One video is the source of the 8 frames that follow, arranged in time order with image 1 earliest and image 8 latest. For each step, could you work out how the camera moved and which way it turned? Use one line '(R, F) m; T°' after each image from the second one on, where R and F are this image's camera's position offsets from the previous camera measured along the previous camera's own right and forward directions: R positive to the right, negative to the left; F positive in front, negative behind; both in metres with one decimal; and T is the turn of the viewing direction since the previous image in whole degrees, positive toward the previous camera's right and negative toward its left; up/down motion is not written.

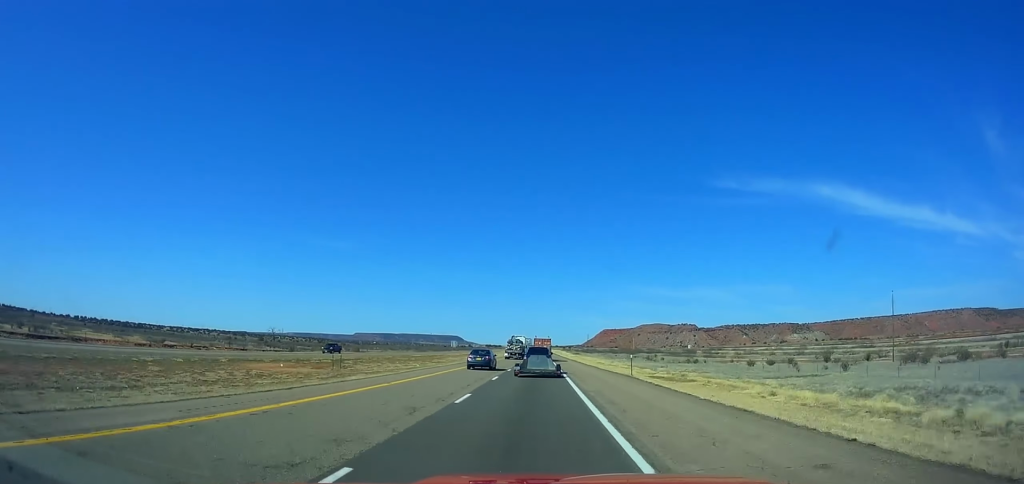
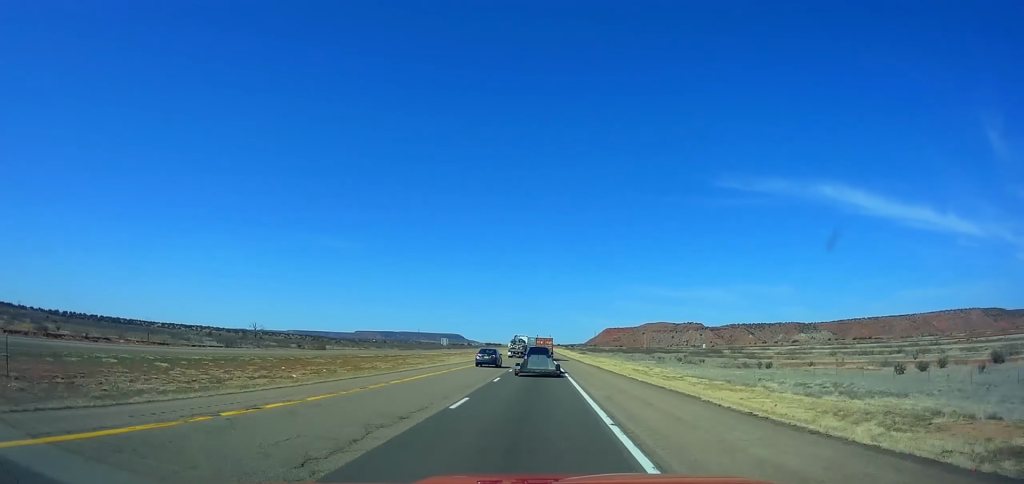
(-0.1, +38.8) m; 0°
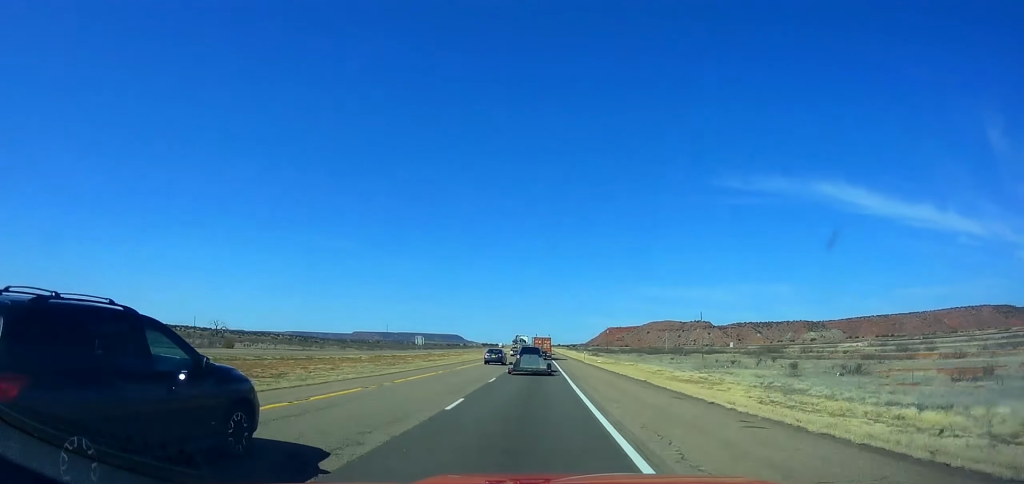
(0.0, +62.6) m; 0°
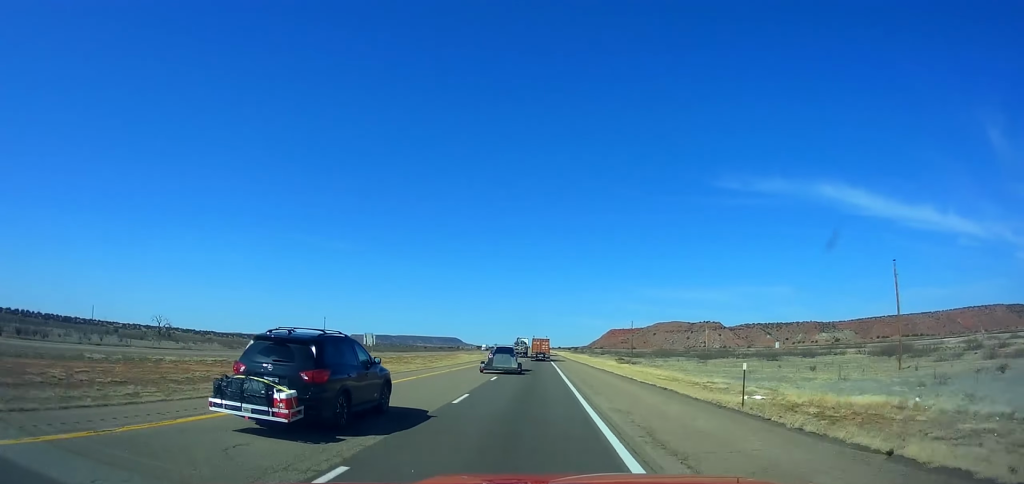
(+0.1, +71.3) m; 0°
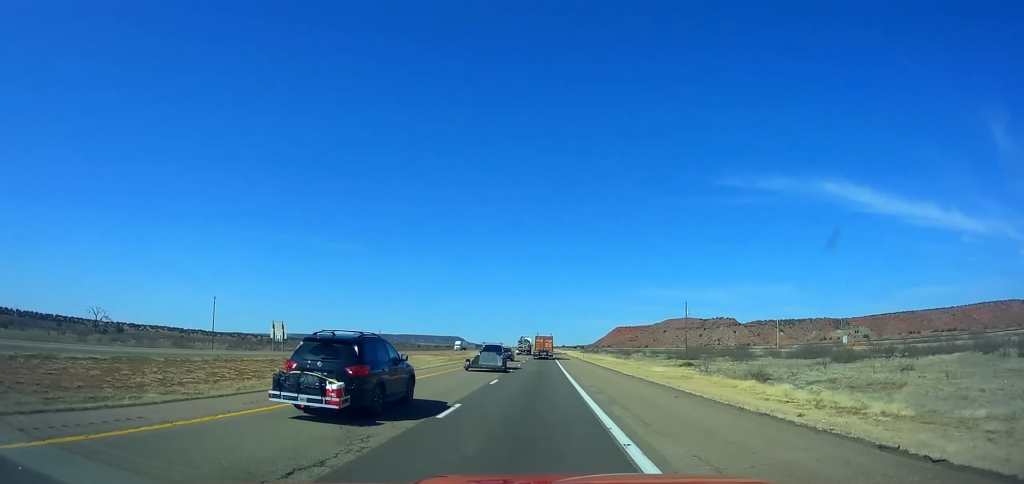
(+0.1, +62.8) m; 0°
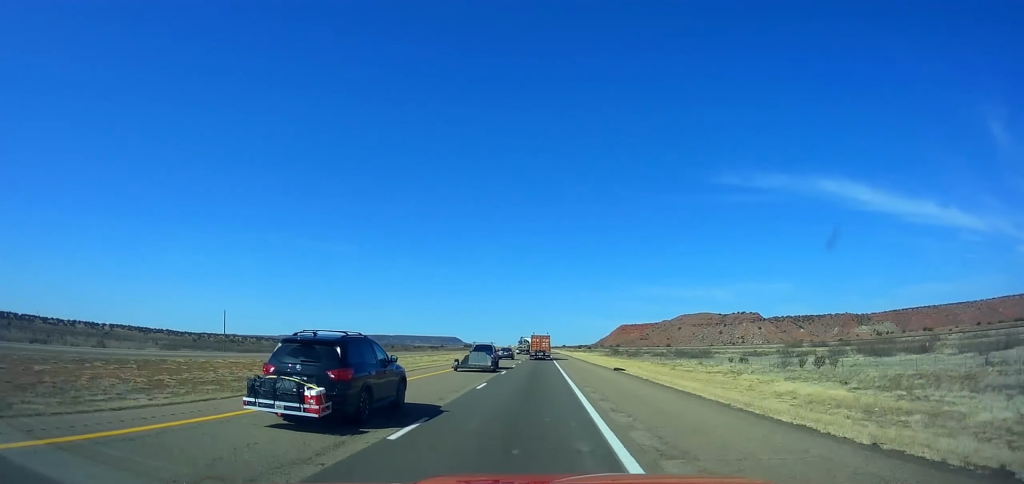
(-0.7, +123.5) m; 0°
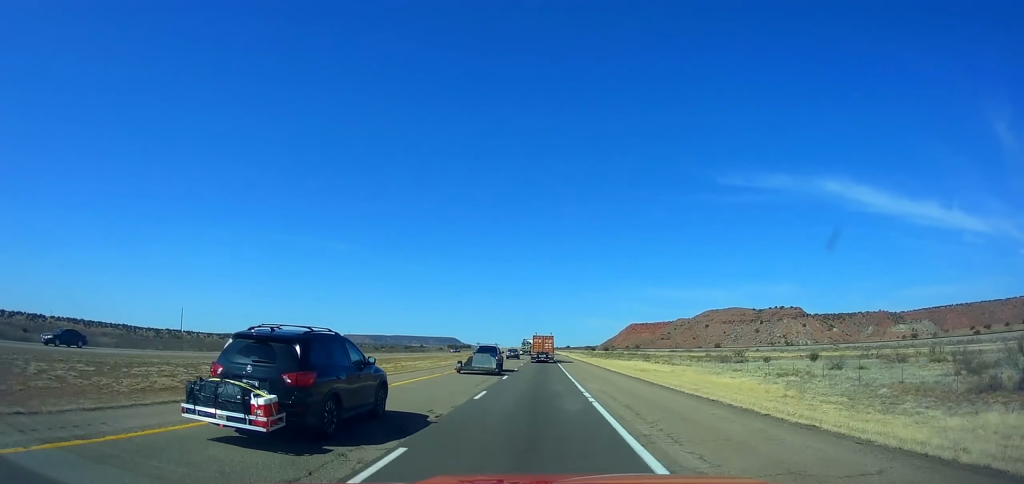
(0.0, +149.2) m; 0°
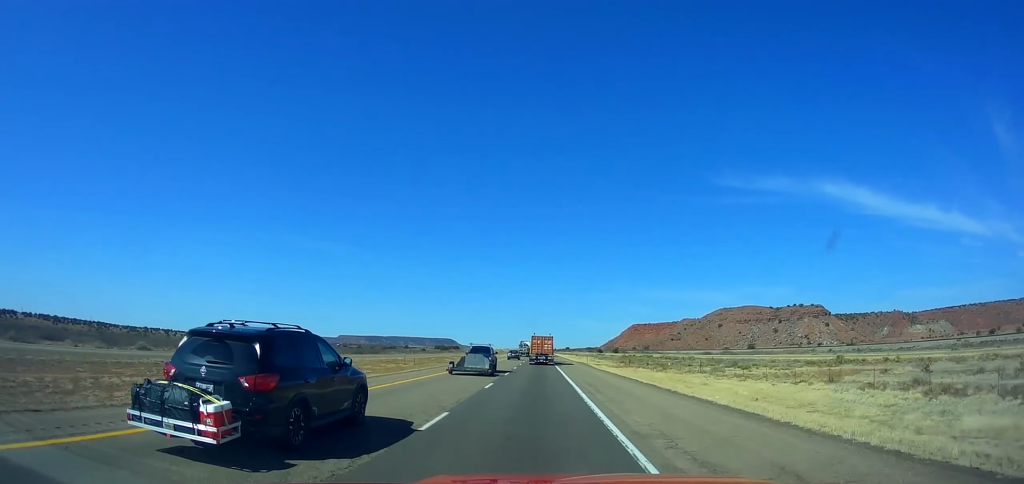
(+0.3, +67.3) m; 0°
